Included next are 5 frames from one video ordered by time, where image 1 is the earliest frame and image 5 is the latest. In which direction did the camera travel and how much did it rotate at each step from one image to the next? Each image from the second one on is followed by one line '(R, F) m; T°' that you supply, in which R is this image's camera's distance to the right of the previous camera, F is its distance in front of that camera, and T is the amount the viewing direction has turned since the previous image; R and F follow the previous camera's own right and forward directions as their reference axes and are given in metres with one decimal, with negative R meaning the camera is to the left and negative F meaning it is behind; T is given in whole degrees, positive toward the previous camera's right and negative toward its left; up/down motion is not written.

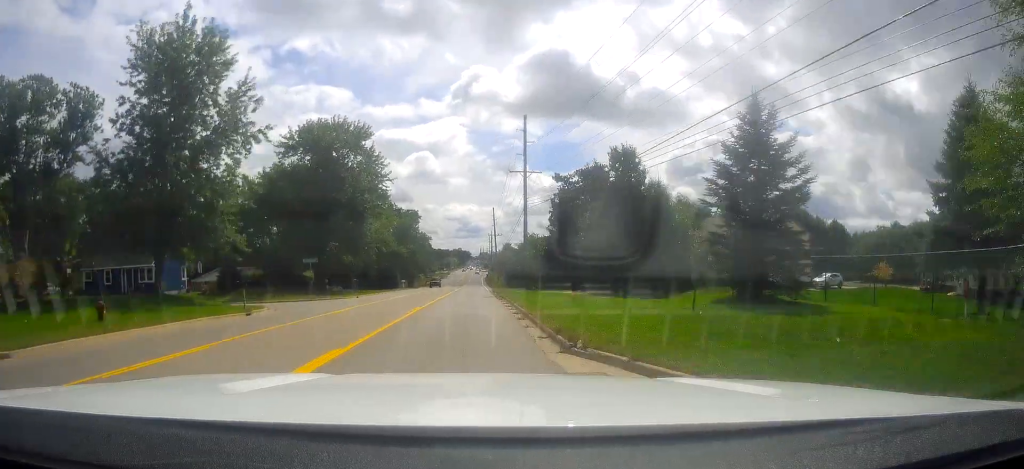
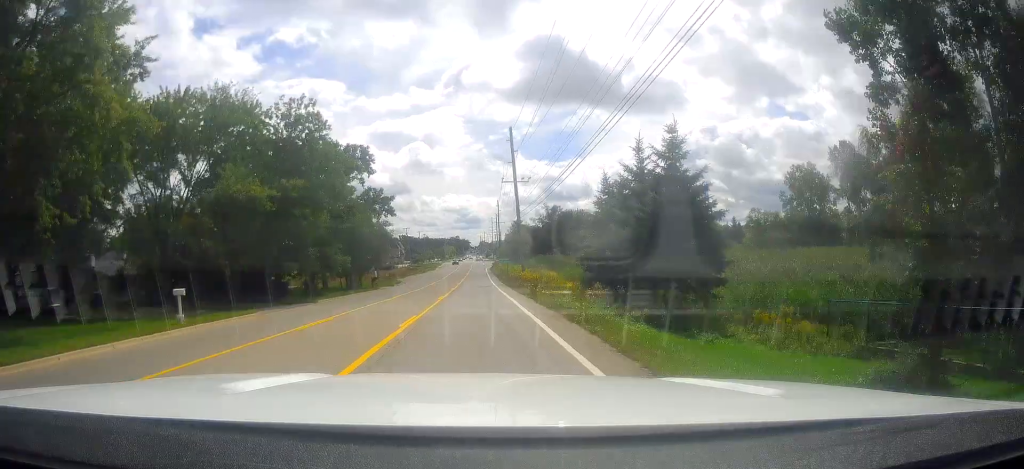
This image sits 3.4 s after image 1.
(-0.1, +66.3) m; +2°
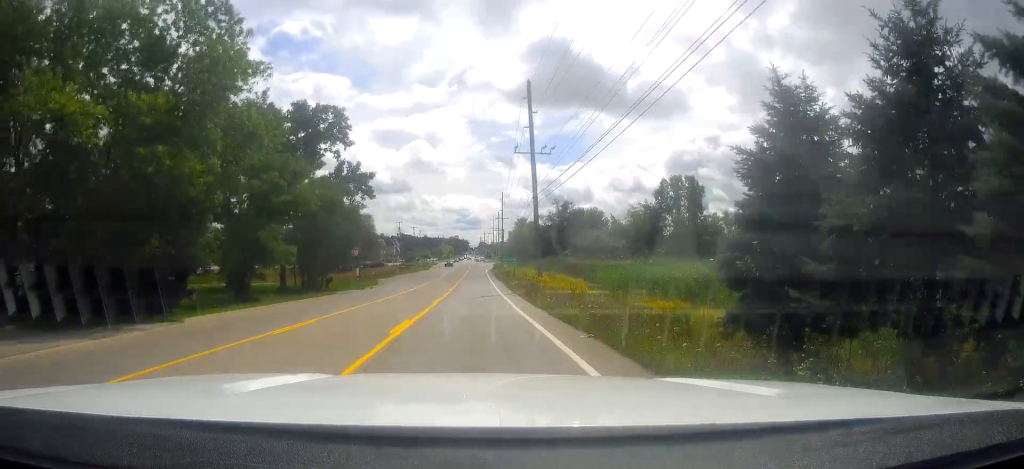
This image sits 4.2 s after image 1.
(-0.3, +17.3) m; -2°
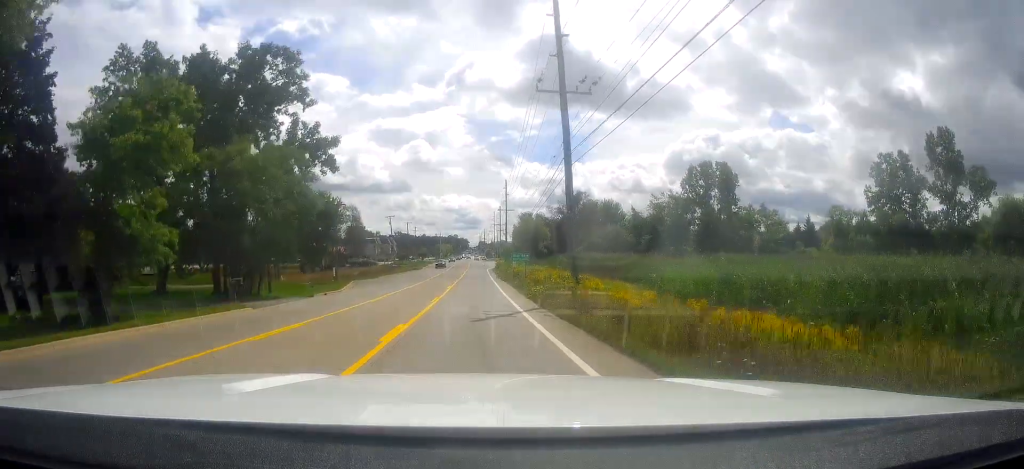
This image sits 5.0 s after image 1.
(-0.3, +17.0) m; 0°
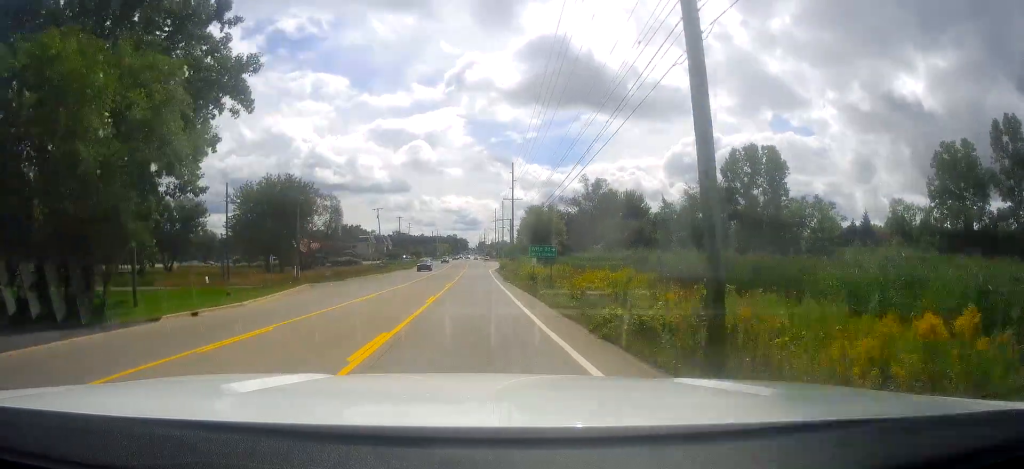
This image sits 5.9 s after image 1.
(+0.1, +18.5) m; +1°
